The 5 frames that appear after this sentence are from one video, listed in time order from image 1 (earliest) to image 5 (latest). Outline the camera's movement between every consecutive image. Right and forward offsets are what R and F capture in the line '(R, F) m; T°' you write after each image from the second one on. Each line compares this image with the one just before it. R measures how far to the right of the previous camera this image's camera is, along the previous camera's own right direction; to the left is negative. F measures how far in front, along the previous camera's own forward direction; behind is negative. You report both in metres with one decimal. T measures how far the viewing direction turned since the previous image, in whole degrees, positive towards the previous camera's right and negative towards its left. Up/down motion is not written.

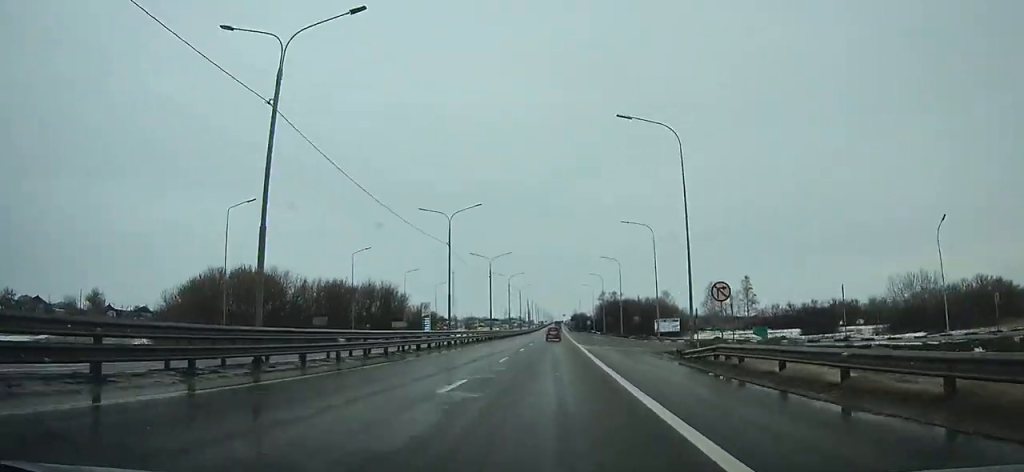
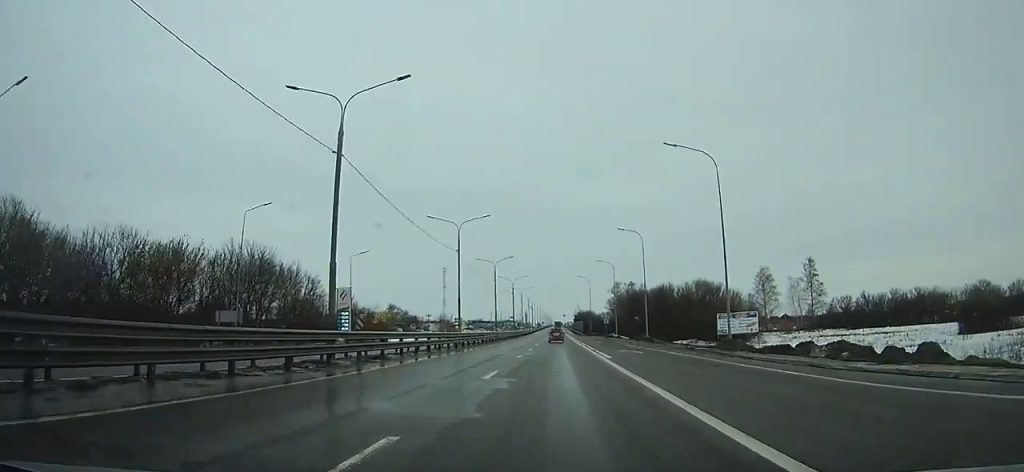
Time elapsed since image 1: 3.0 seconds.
(0.0, +54.9) m; 0°
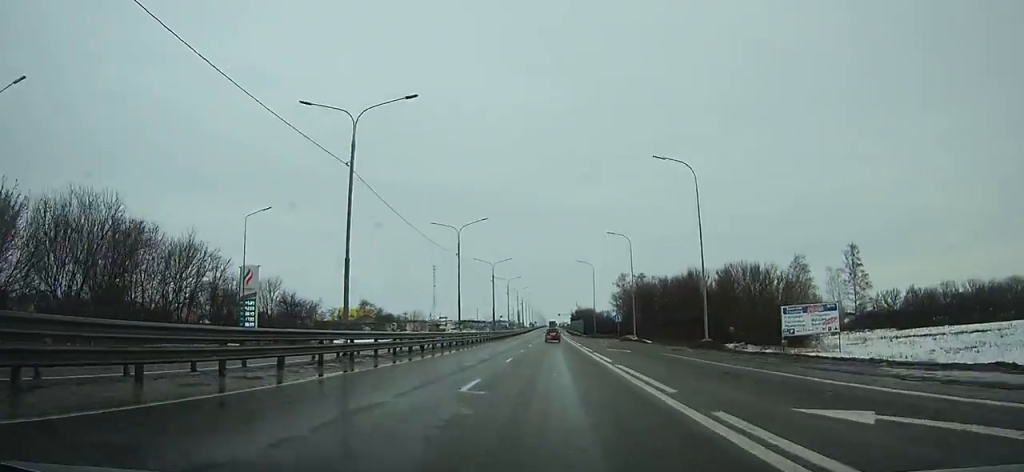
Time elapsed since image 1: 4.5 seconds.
(0.0, +26.8) m; 0°
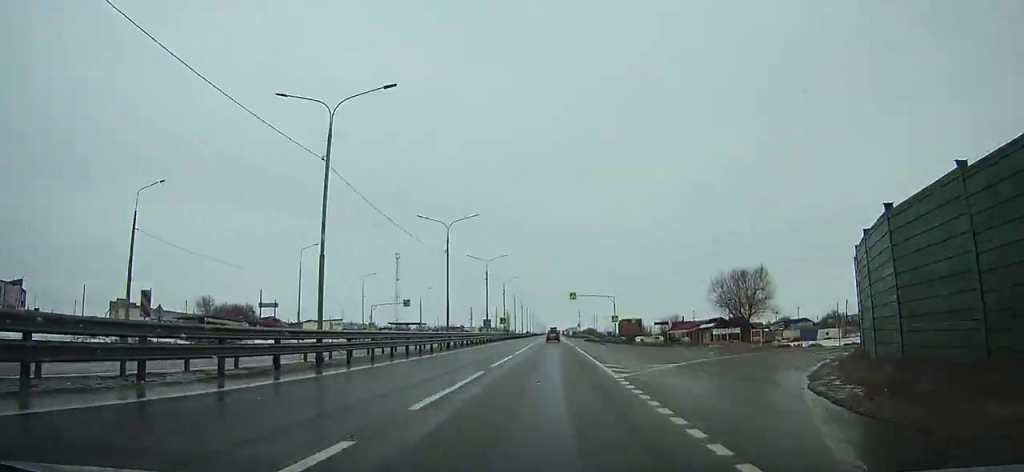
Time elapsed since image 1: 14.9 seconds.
(-0.3, +176.6) m; -1°
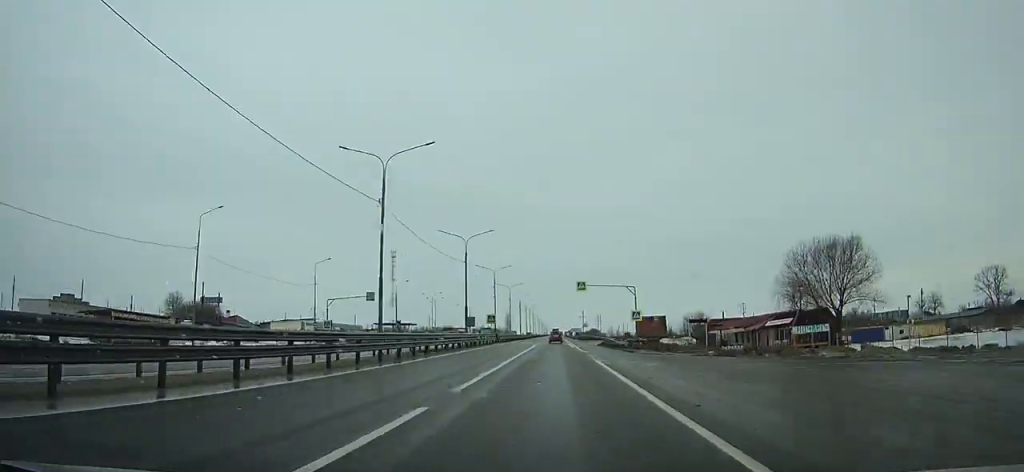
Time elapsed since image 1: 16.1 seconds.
(-0.1, +20.4) m; 0°
